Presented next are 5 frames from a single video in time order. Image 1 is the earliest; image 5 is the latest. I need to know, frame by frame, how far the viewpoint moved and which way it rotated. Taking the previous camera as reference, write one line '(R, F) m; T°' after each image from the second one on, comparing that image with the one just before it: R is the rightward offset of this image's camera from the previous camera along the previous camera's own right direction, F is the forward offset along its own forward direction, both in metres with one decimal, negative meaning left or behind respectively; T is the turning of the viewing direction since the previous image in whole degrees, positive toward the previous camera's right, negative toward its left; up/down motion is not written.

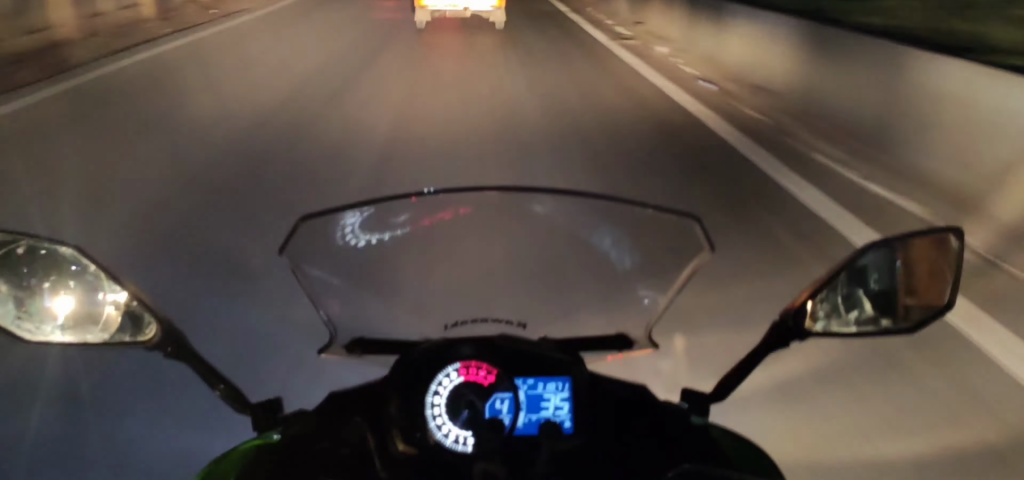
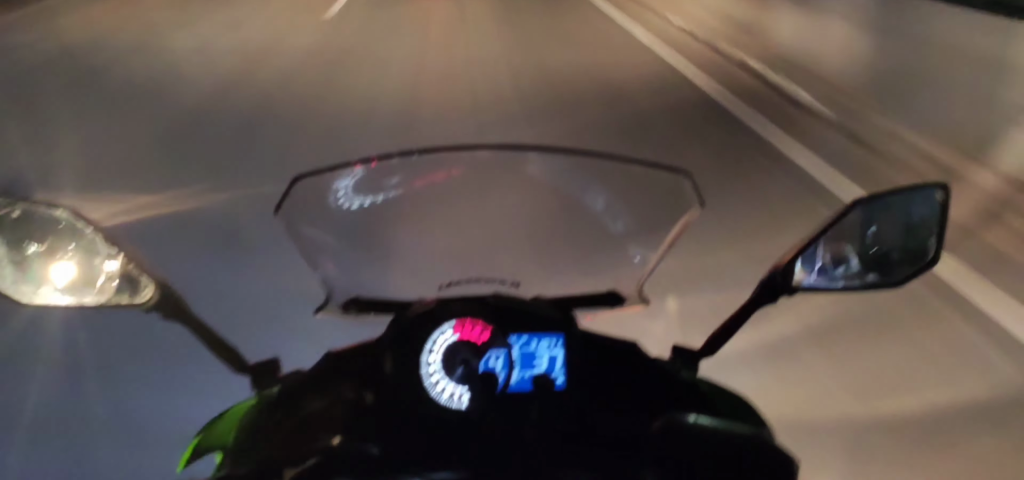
(+0.2, +17.0) m; +3°
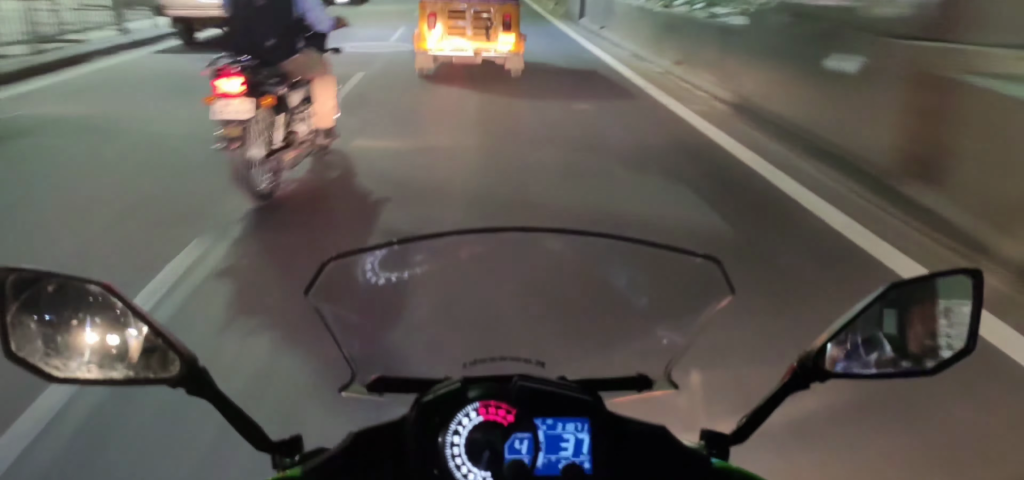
(-0.8, +27.0) m; -3°
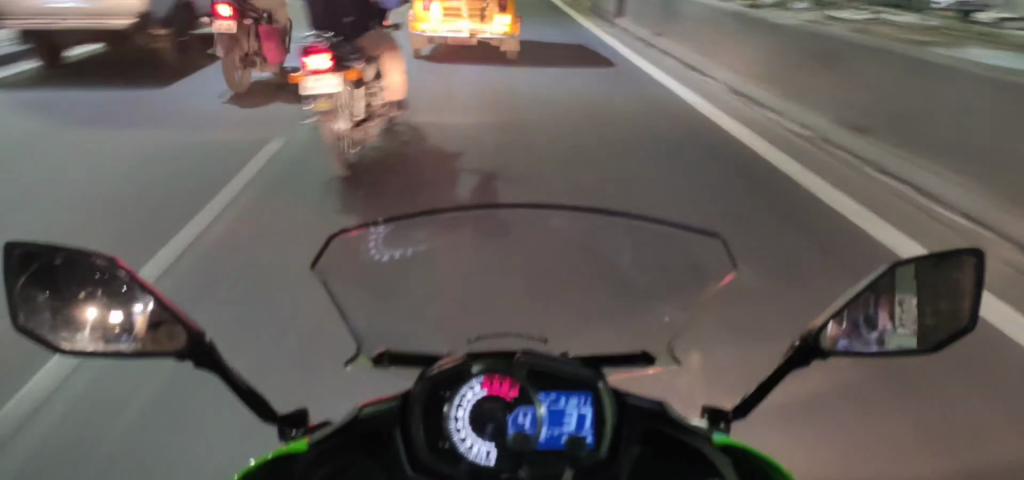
(0.0, +4.1) m; 0°
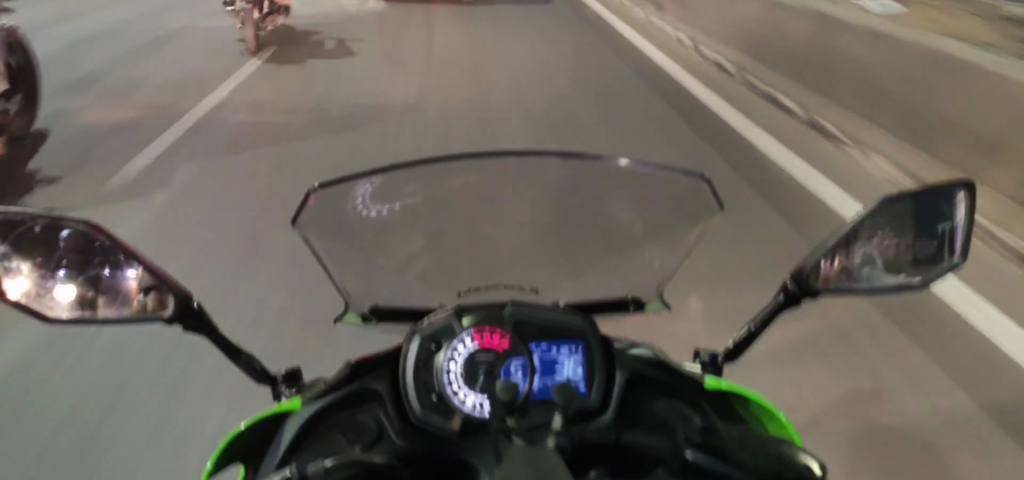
(+0.4, +19.2) m; +3°
